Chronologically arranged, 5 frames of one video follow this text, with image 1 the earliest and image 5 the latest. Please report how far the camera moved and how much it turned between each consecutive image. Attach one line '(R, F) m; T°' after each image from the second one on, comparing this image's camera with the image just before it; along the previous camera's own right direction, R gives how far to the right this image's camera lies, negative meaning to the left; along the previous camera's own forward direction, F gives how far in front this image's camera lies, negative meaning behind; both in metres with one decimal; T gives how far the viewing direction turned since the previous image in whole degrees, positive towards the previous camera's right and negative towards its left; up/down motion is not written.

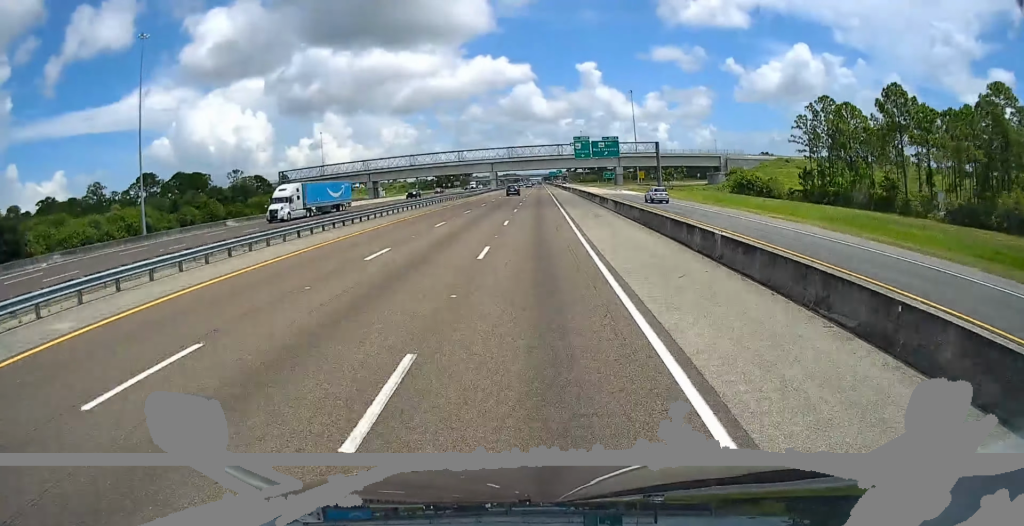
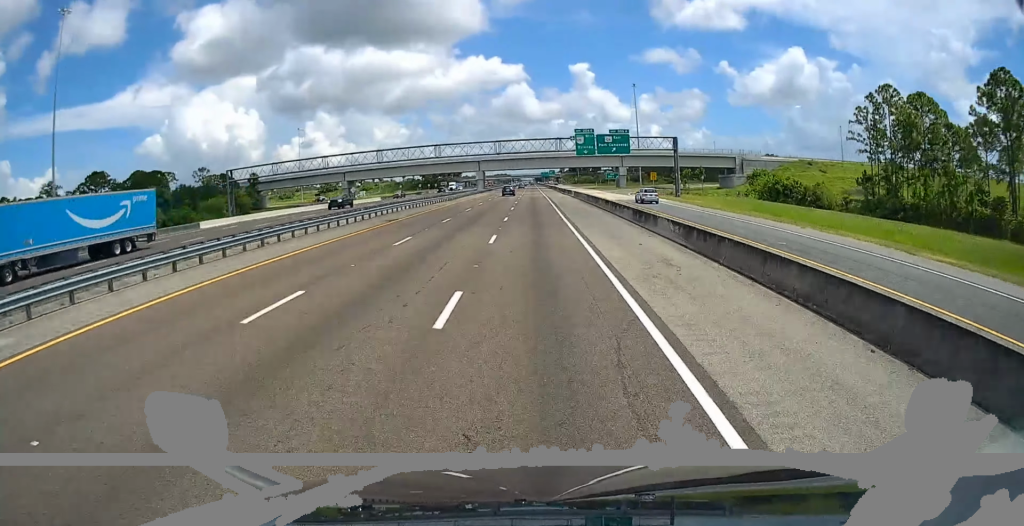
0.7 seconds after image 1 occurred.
(0.0, +21.6) m; +1°
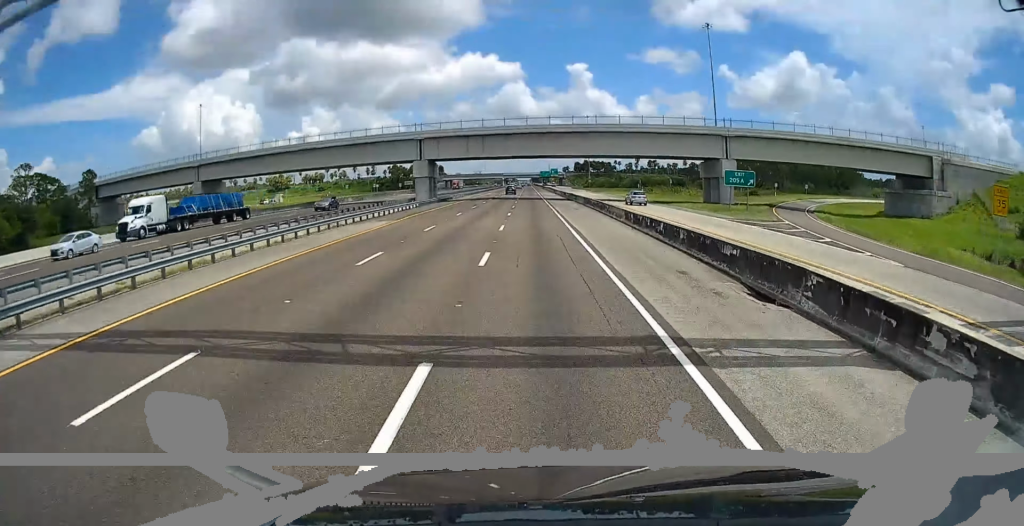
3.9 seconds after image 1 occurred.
(+1.1, +90.7) m; 0°
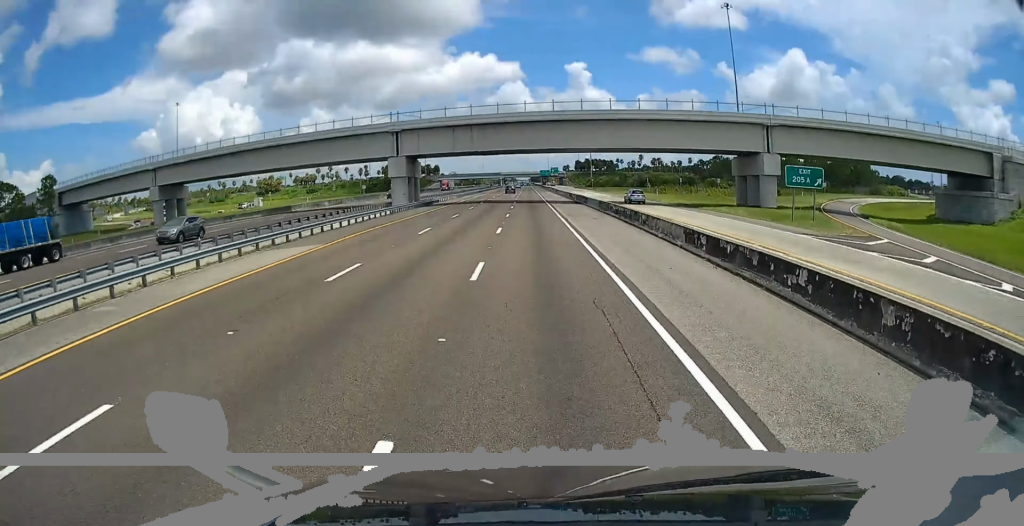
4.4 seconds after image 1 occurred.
(+0.1, +14.3) m; 0°
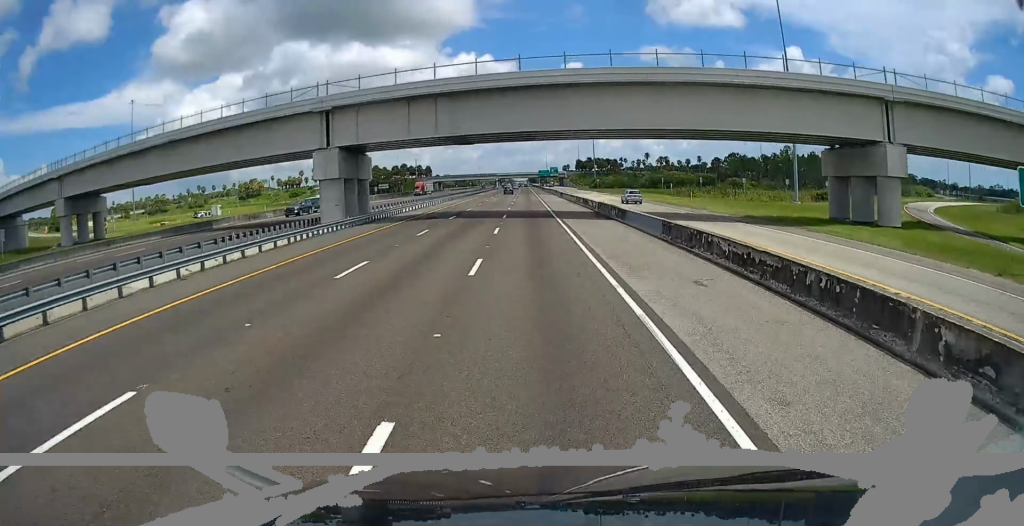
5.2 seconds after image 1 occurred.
(+0.1, +23.9) m; 0°
